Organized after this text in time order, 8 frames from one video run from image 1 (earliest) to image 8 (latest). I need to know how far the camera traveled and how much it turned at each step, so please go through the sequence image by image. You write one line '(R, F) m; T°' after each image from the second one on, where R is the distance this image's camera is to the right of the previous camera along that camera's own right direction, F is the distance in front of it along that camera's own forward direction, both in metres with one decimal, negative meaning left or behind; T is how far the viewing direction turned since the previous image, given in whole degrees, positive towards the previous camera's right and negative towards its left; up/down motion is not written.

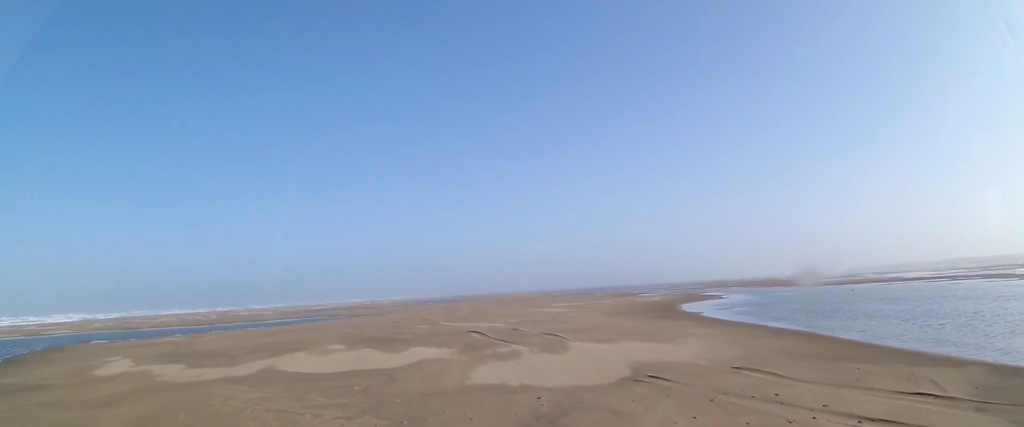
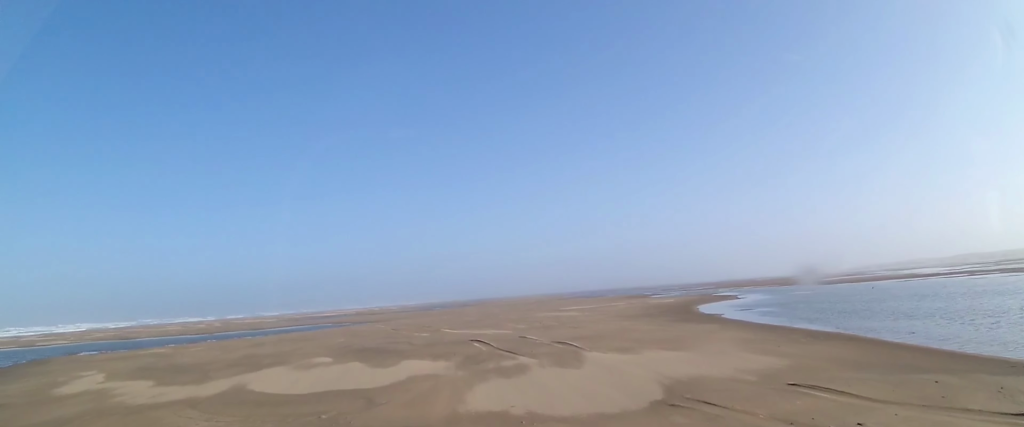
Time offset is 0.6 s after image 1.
(+0.1, +2.1) m; +2°
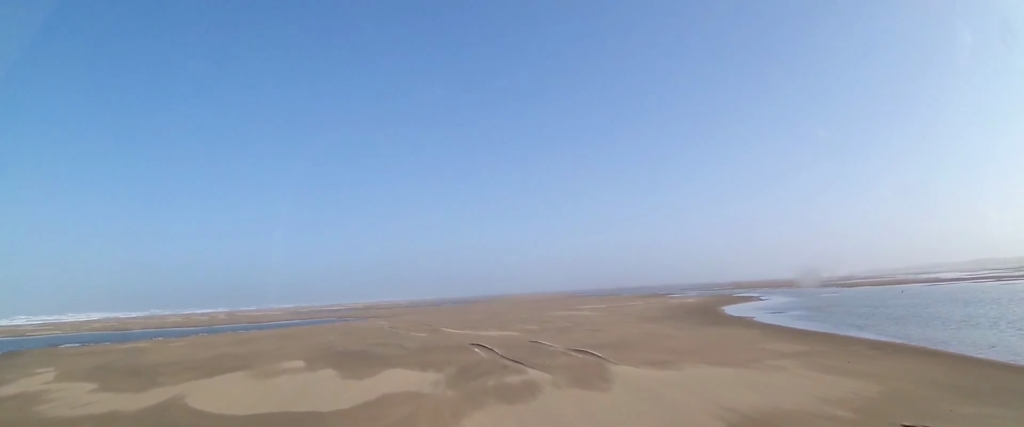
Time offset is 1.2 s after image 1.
(+0.1, +2.6) m; +2°
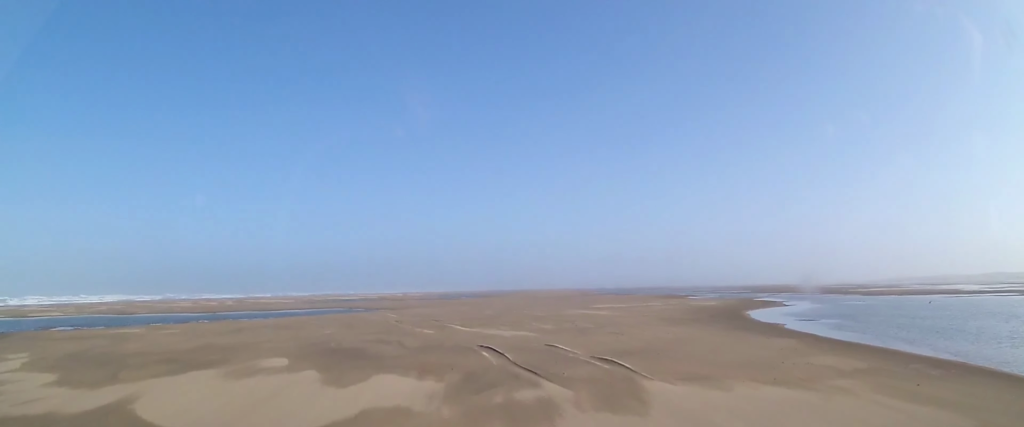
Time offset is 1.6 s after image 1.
(0.0, +1.7) m; -2°
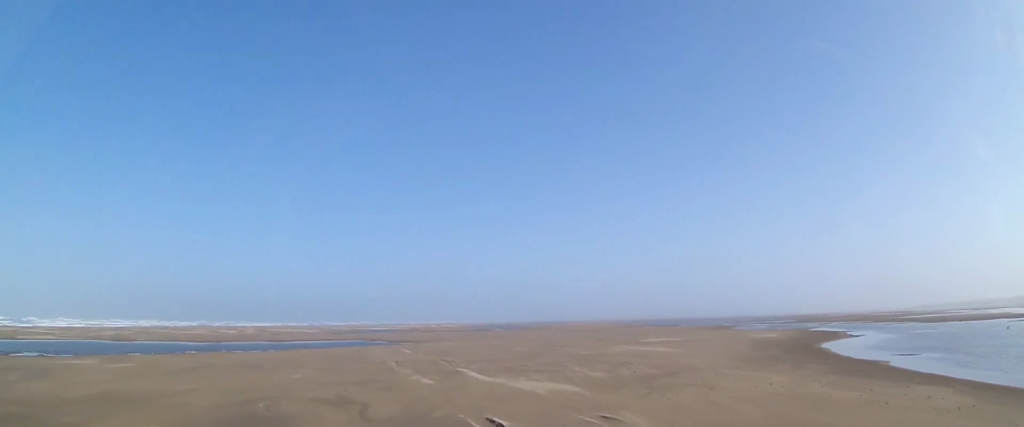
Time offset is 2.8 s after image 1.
(-0.2, +5.2) m; -7°
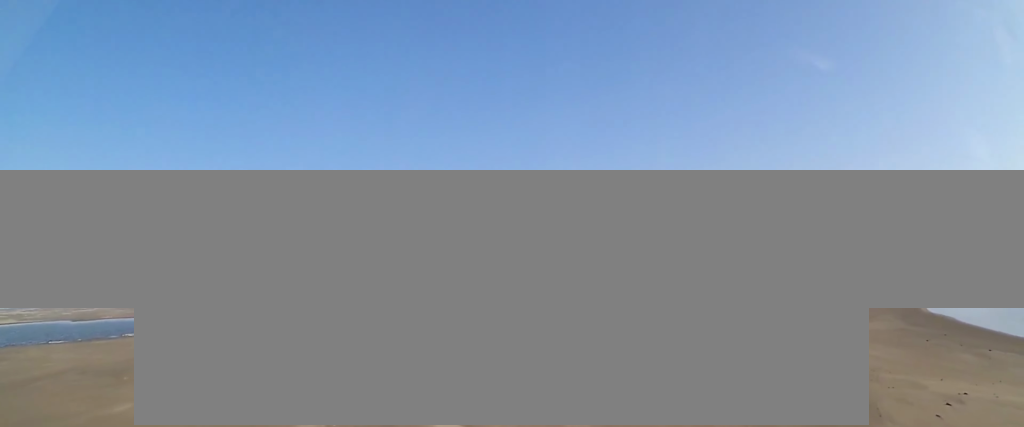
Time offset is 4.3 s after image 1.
(-0.6, +7.8) m; -5°
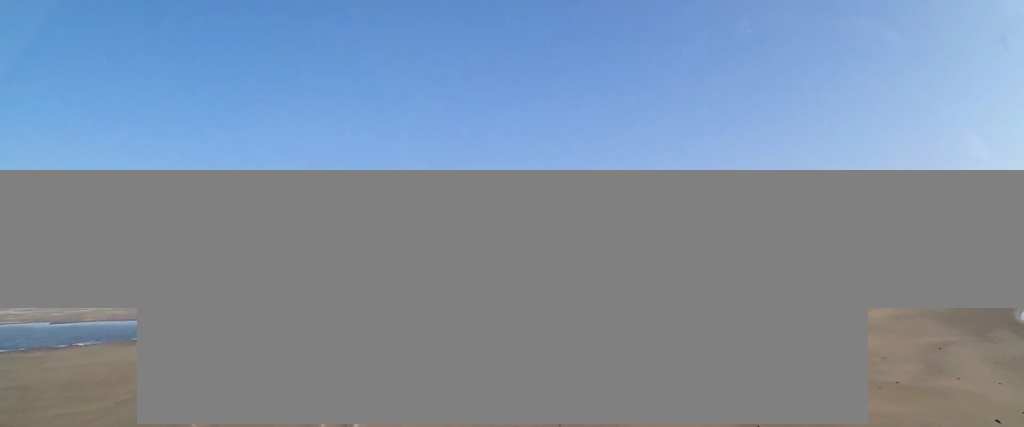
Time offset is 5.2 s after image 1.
(0.0, +5.3) m; 0°
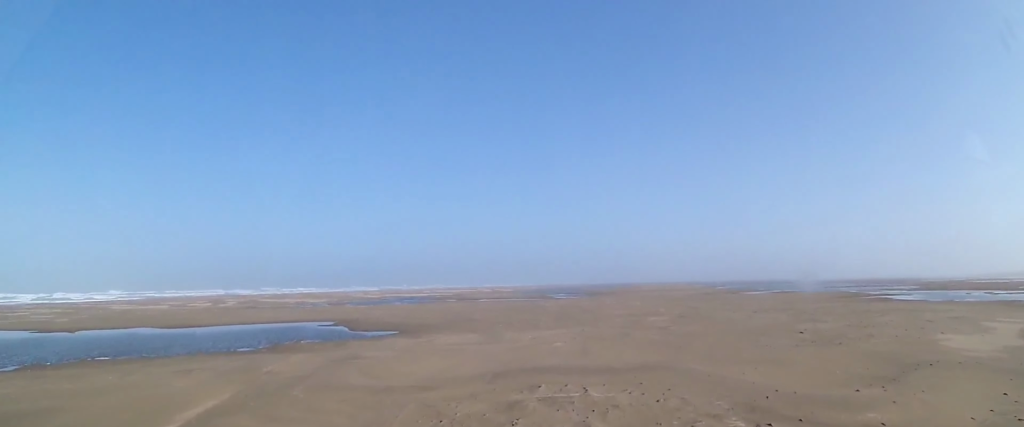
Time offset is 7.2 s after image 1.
(+0.3, +12.3) m; -2°
